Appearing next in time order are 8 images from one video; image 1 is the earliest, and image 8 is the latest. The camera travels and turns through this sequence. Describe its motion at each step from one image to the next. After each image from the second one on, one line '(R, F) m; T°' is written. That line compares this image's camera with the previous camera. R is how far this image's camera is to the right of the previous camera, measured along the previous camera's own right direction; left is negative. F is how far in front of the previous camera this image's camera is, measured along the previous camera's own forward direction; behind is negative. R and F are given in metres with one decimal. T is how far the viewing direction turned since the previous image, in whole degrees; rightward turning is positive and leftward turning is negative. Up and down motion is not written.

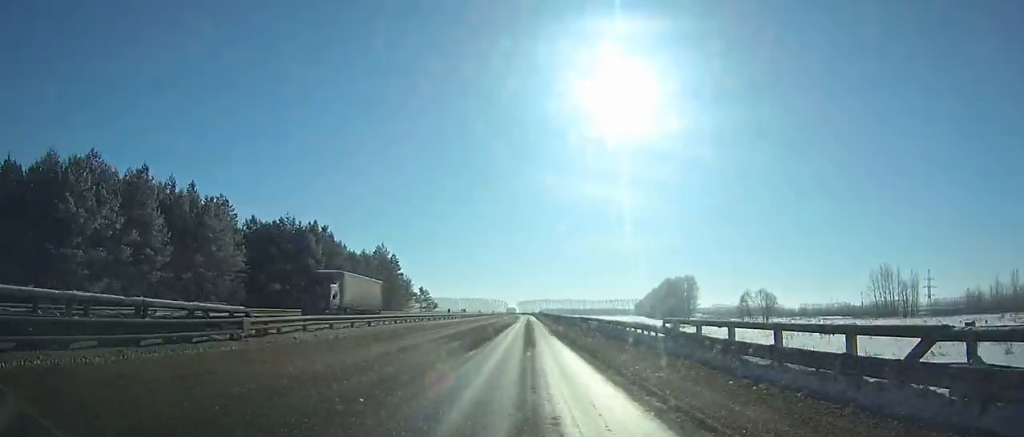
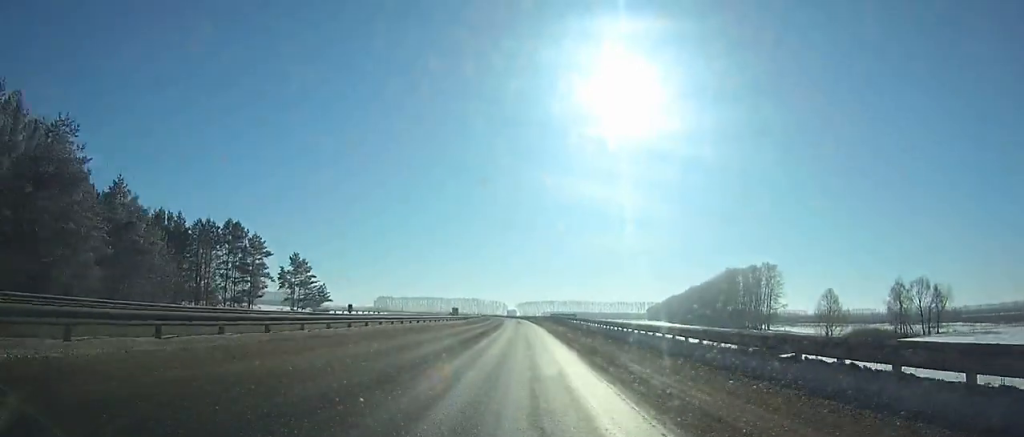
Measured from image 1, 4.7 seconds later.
(-0.2, +110.2) m; -1°
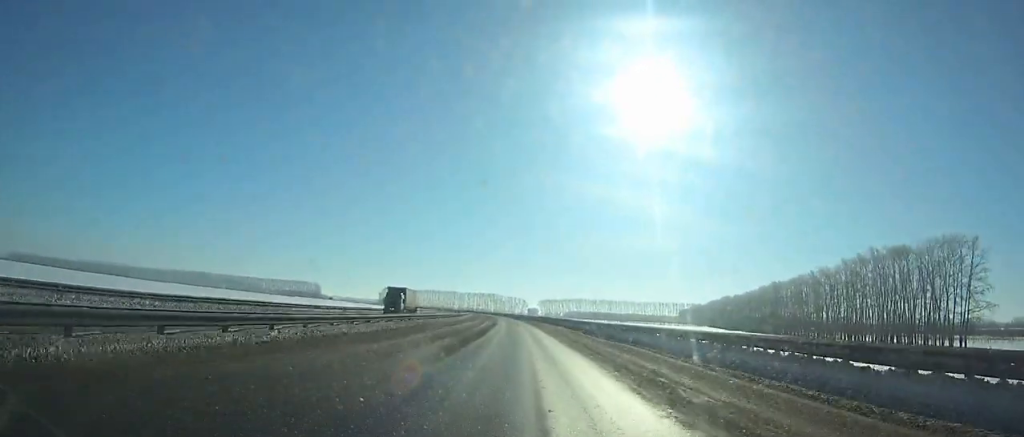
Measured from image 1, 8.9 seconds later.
(-1.7, +92.9) m; -2°
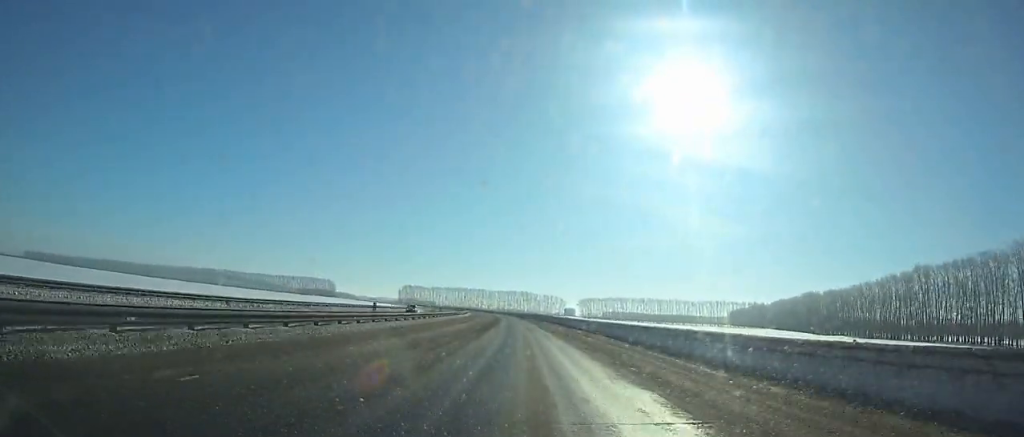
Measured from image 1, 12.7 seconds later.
(-1.7, +86.1) m; -3°
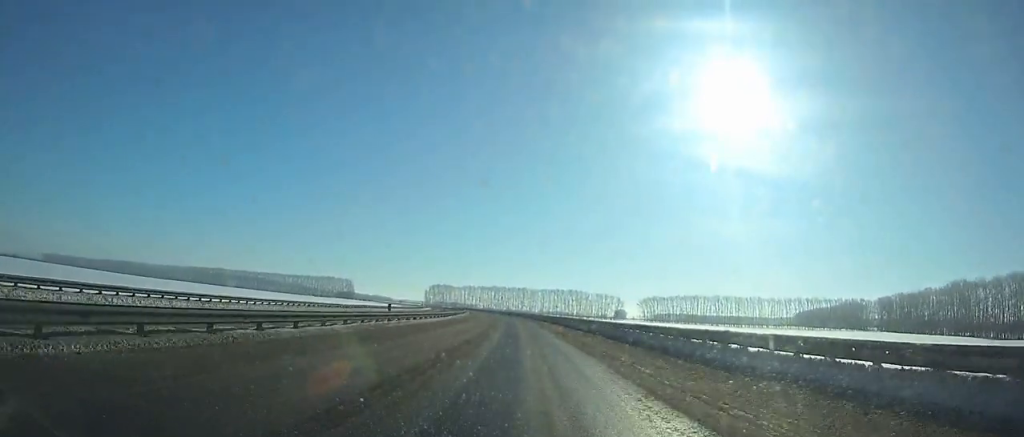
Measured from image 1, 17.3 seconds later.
(-4.4, +112.8) m; -4°
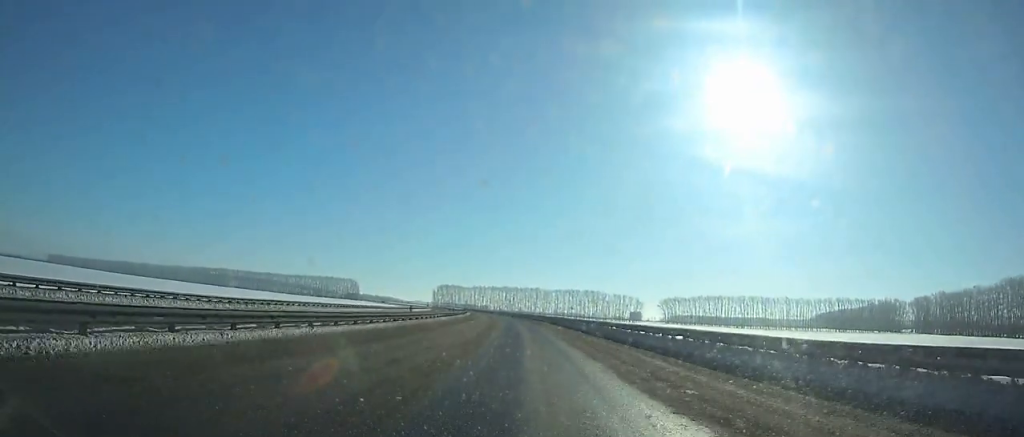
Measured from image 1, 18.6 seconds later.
(-0.4, +32.8) m; -1°
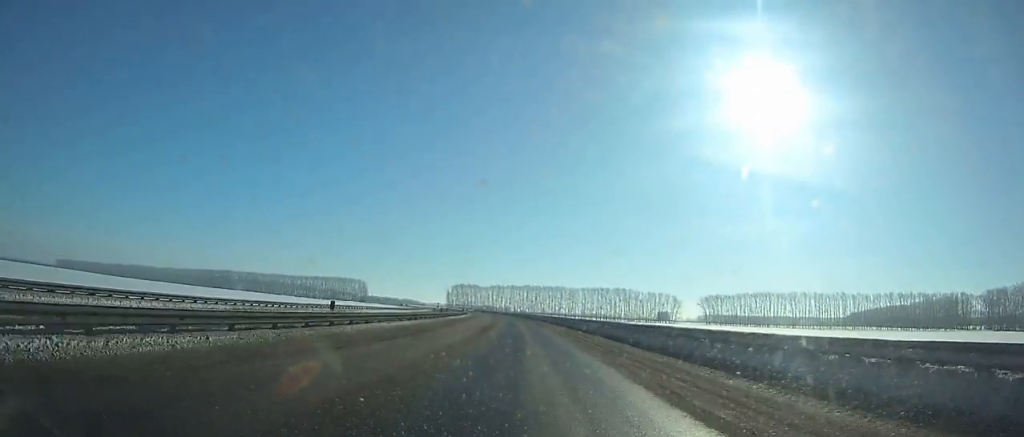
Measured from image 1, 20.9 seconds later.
(-1.1, +56.3) m; -2°
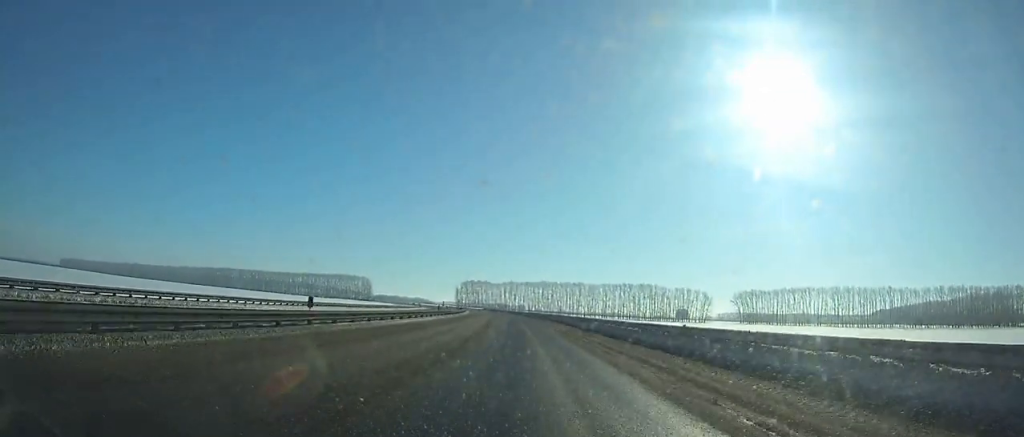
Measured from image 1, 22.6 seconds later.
(-0.2, +41.1) m; -1°
